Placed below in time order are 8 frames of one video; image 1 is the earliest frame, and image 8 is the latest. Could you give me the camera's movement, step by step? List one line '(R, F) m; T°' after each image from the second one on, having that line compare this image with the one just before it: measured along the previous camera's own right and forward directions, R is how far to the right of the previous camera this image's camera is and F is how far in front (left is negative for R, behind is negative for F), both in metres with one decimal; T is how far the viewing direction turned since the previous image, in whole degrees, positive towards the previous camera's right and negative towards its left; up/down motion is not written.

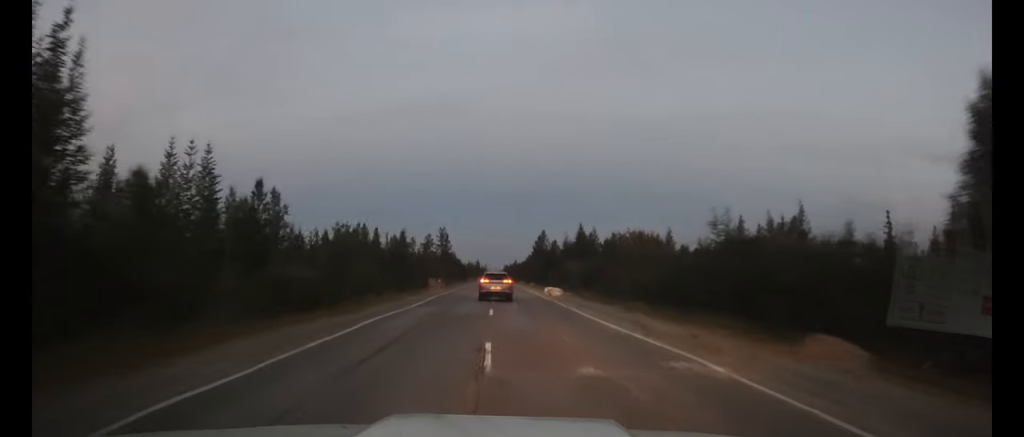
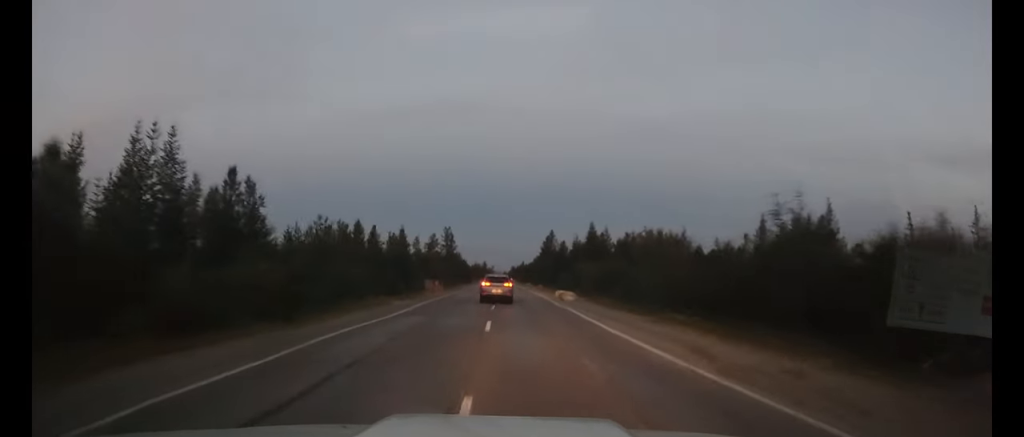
(0.0, +5.1) m; 0°
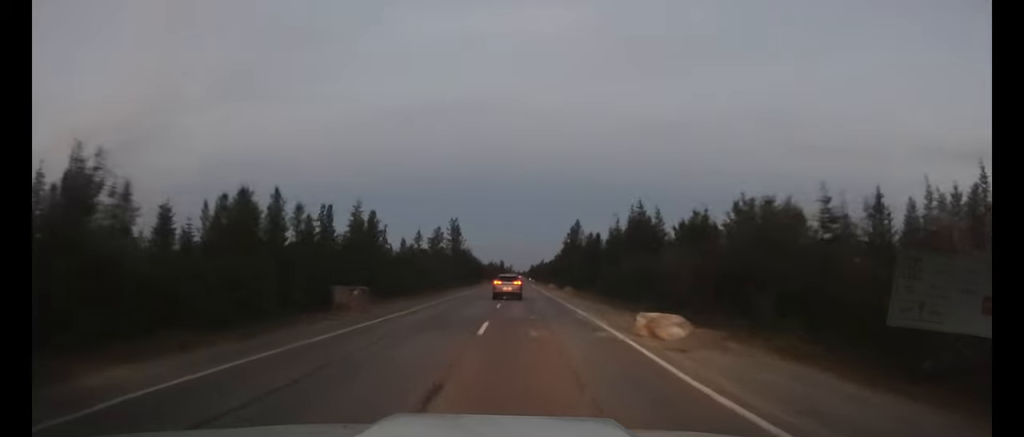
(-0.4, +23.9) m; -2°
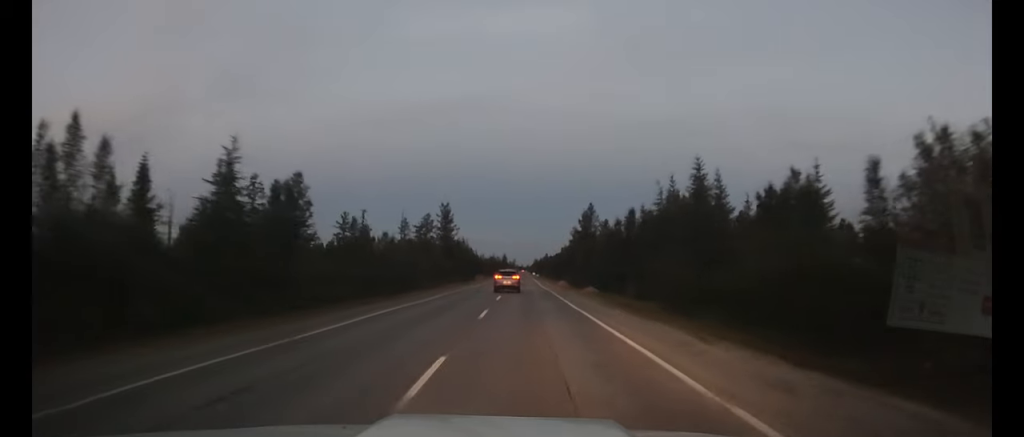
(-0.2, +19.7) m; -1°
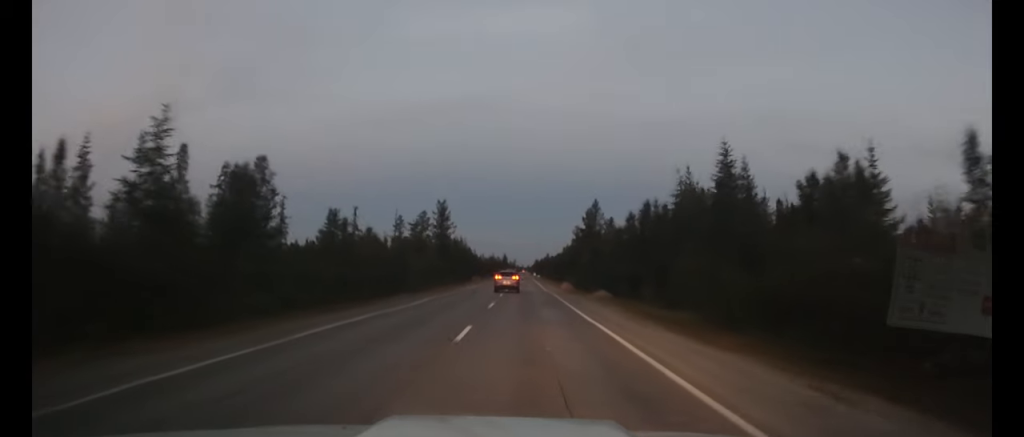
(0.0, +5.7) m; 0°
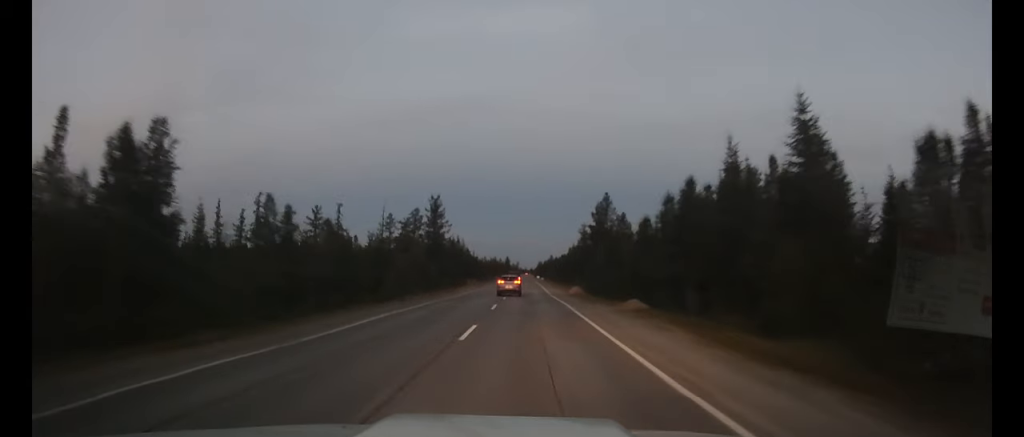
(0.0, +10.9) m; 0°
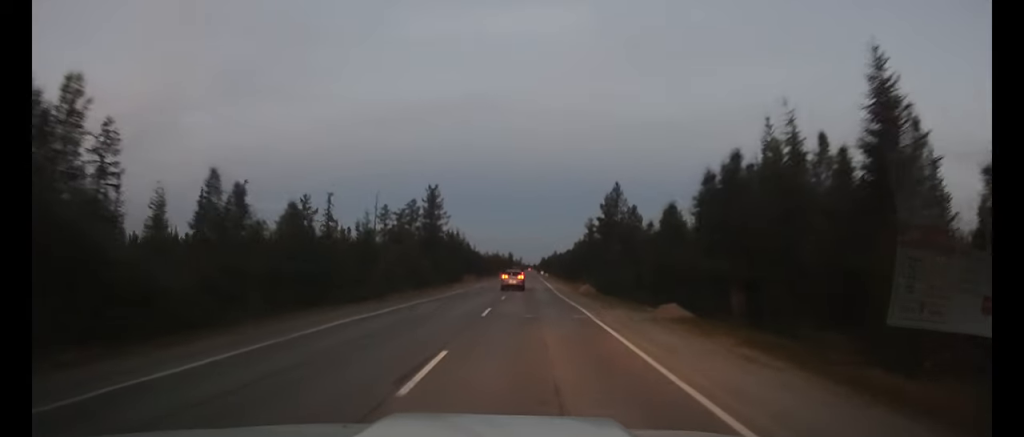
(0.0, +6.5) m; 0°
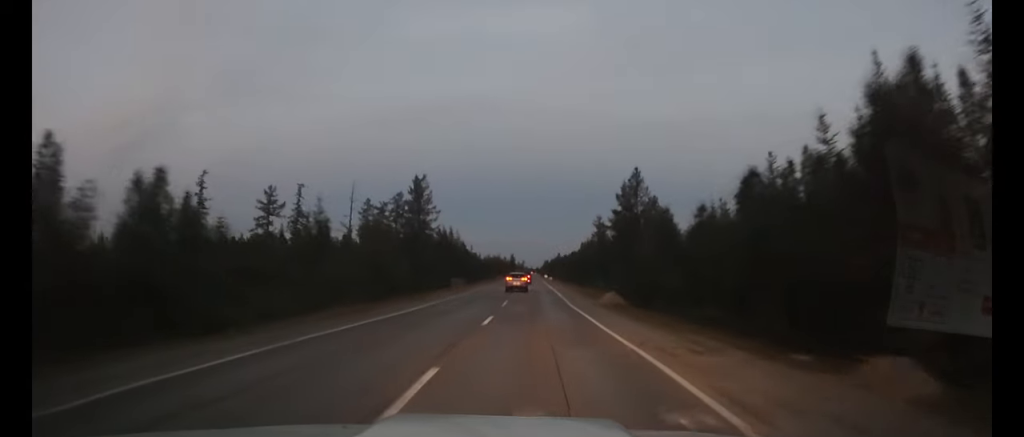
(0.0, +12.8) m; 0°
